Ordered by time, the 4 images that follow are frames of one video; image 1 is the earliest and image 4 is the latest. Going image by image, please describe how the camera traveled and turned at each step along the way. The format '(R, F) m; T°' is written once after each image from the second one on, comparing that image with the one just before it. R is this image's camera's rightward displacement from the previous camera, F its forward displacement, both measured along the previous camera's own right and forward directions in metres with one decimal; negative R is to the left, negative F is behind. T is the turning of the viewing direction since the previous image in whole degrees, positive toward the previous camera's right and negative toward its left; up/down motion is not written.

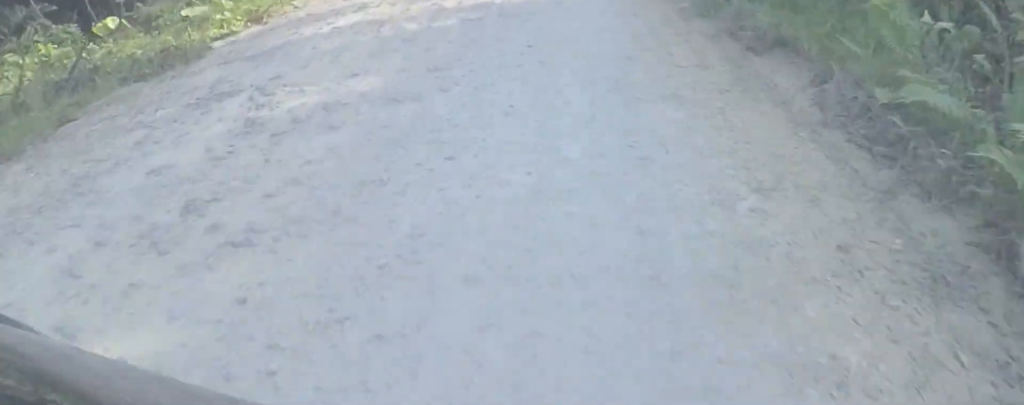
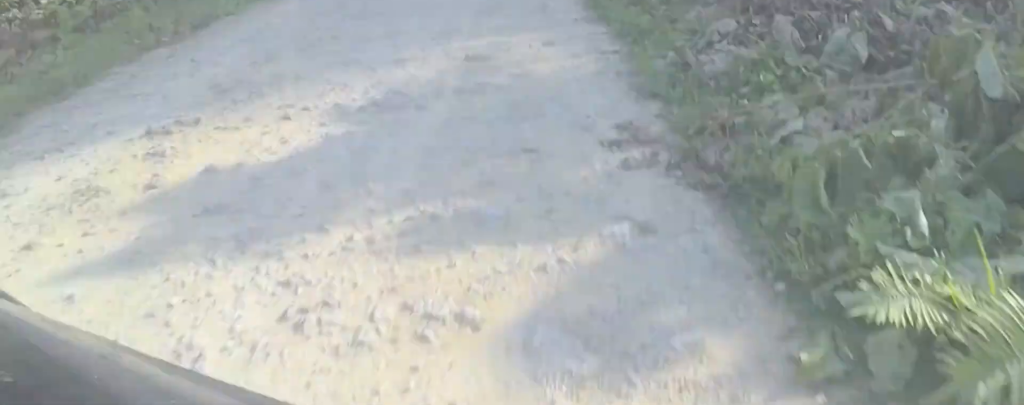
(+0.9, +6.9) m; 0°
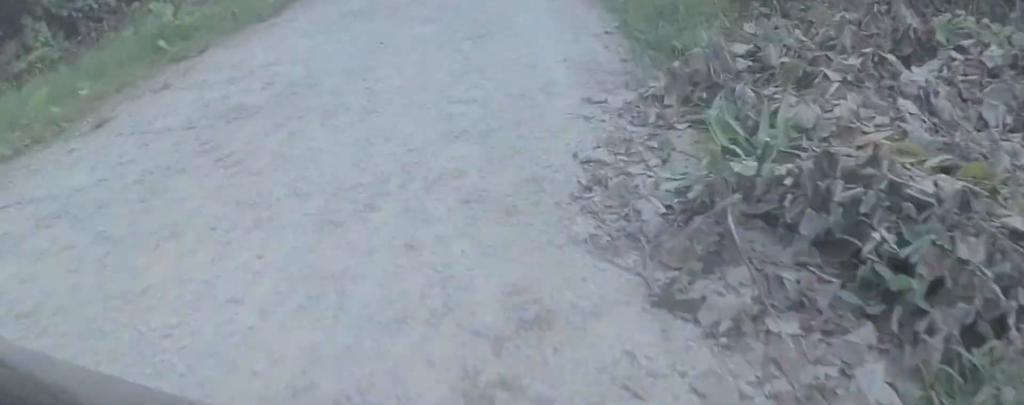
(-0.7, +5.1) m; 0°
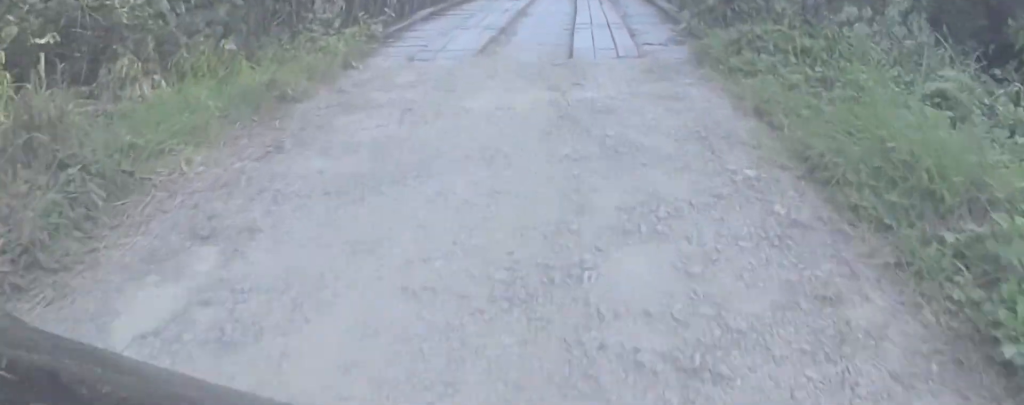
(-0.5, +29.2) m; +9°
